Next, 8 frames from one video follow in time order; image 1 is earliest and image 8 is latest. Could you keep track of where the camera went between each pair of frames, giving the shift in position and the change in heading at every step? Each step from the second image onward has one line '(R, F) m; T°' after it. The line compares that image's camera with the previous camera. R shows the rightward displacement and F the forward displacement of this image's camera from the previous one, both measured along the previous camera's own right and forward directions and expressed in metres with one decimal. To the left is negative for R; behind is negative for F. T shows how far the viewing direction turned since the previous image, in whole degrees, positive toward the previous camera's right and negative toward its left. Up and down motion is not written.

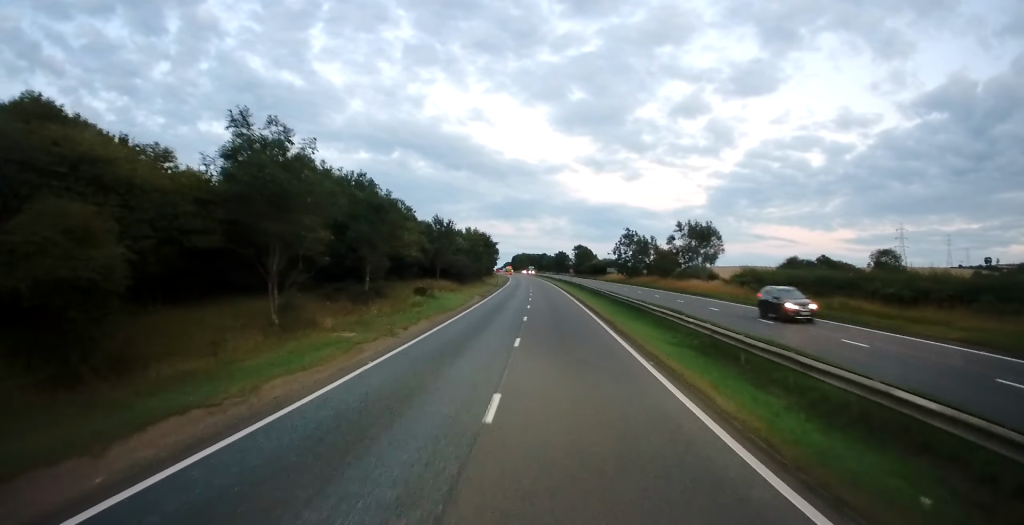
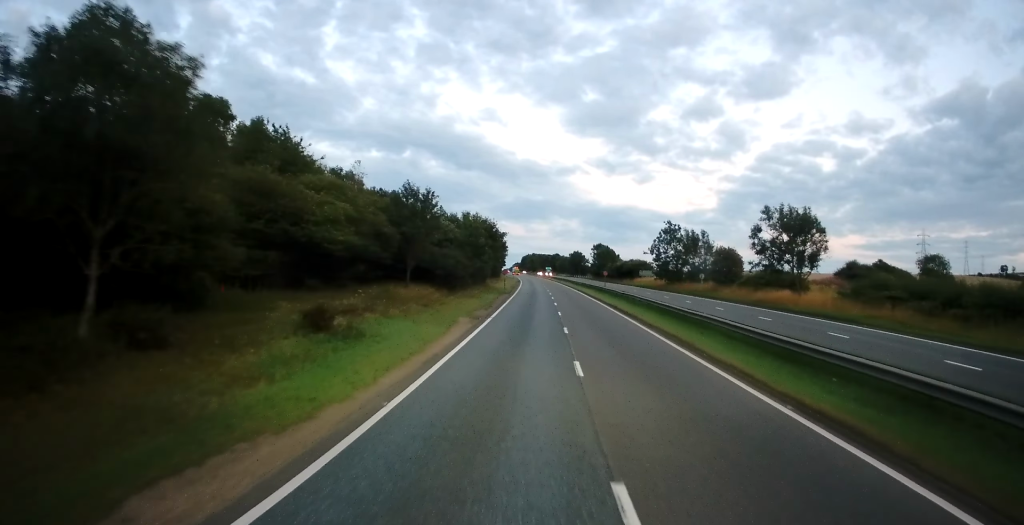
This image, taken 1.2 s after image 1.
(-0.3, +22.1) m; 0°
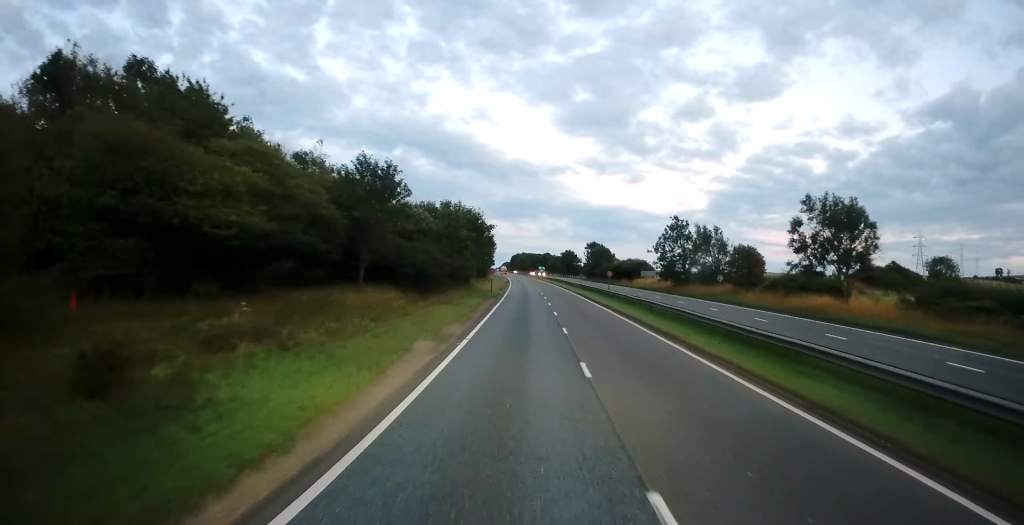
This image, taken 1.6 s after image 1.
(0.0, +9.0) m; +1°
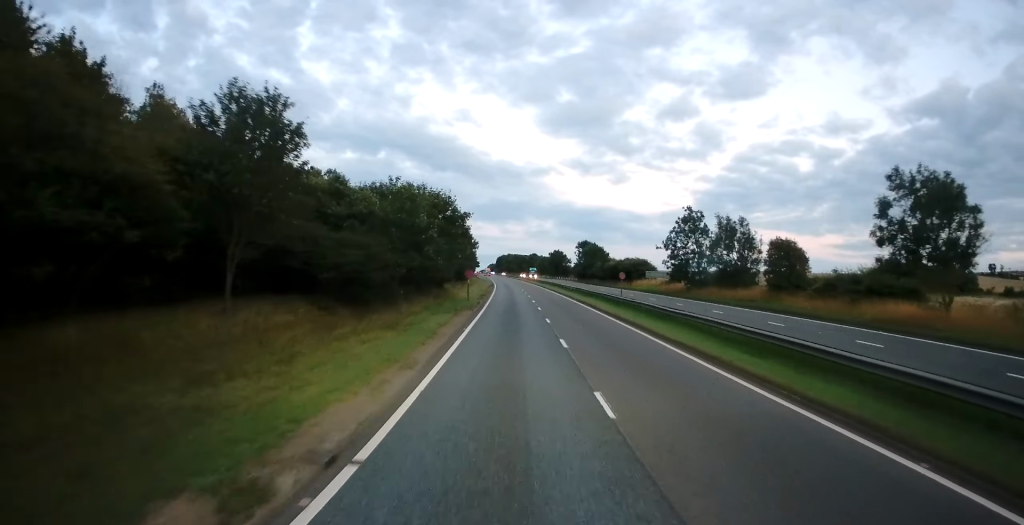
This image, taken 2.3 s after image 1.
(+0.2, +12.4) m; +1°
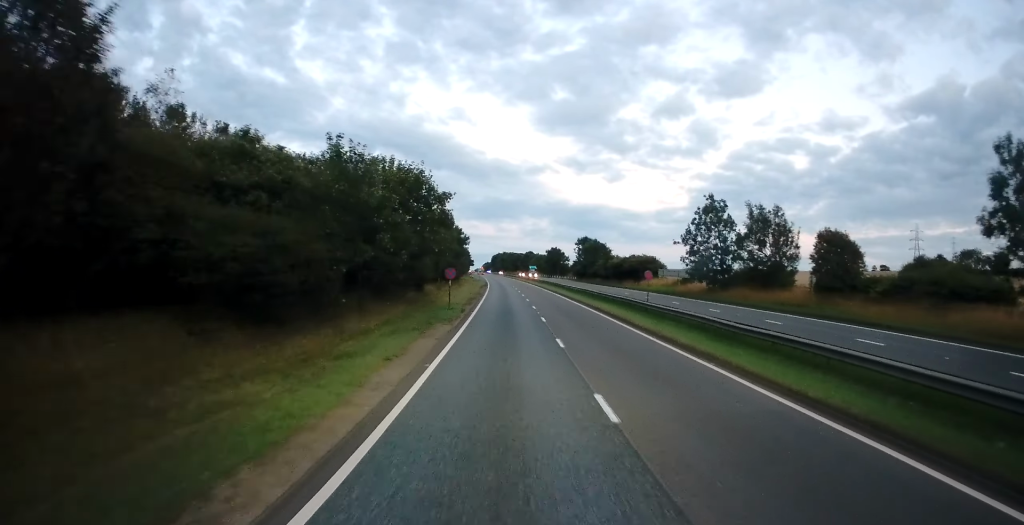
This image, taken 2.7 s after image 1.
(+0.1, +9.2) m; +1°
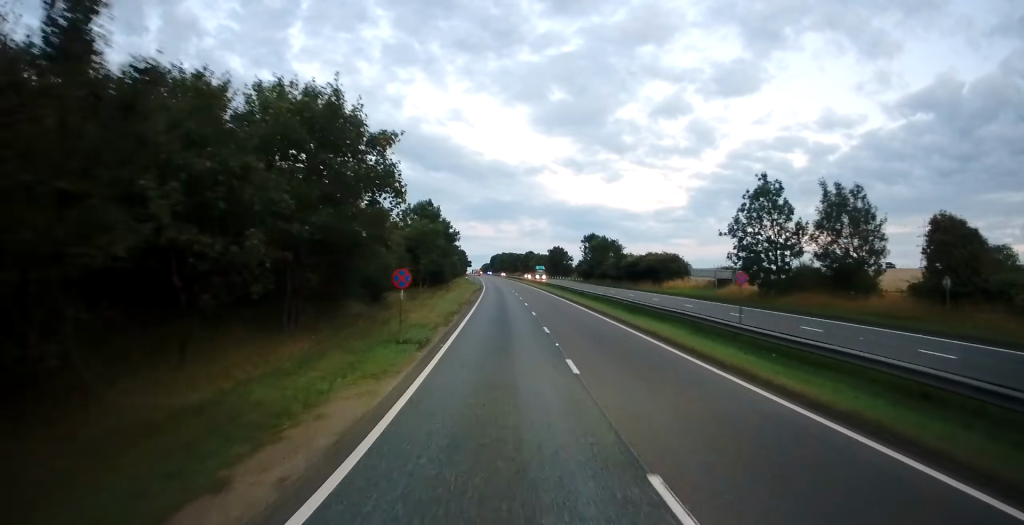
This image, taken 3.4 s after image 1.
(0.0, +13.3) m; 0°
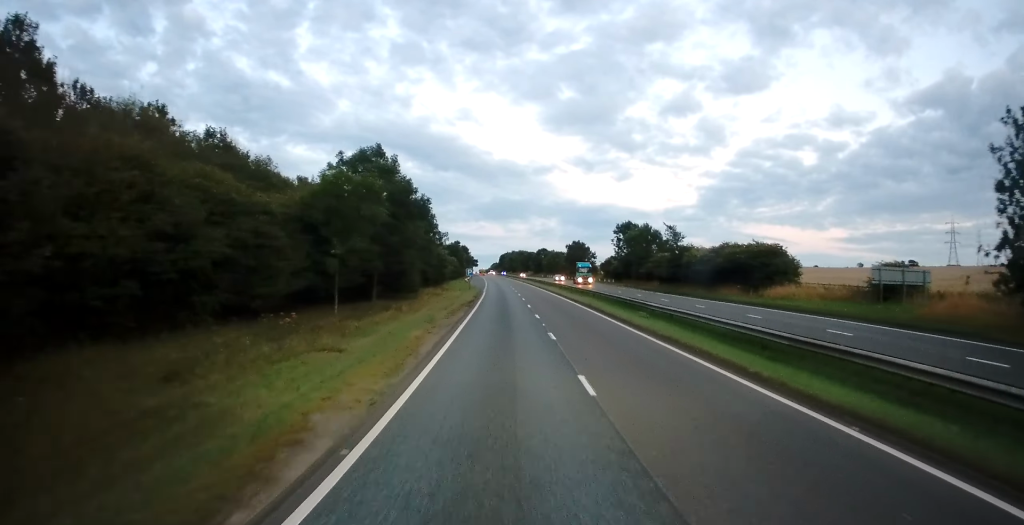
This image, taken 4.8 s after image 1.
(0.0, +28.8) m; 0°
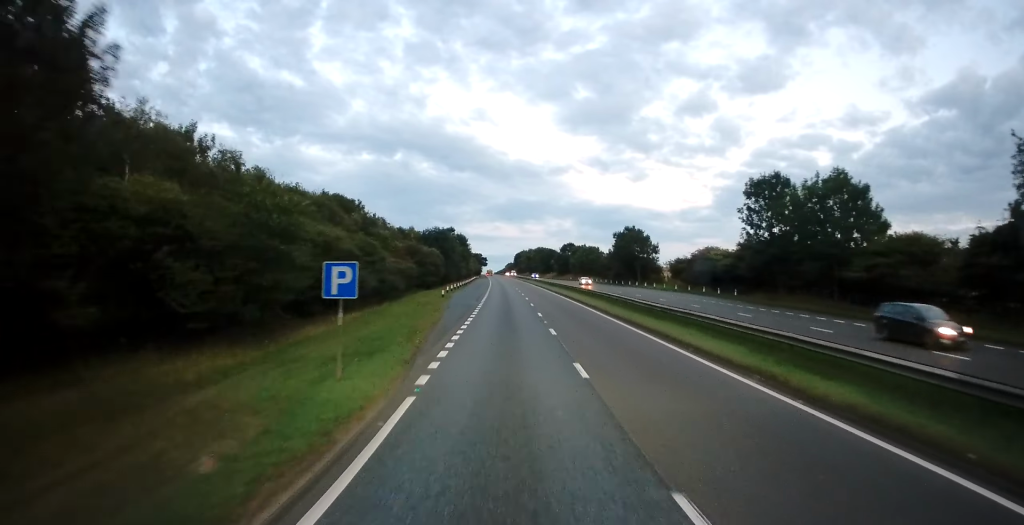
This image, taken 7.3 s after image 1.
(-1.8, +51.0) m; -2°
